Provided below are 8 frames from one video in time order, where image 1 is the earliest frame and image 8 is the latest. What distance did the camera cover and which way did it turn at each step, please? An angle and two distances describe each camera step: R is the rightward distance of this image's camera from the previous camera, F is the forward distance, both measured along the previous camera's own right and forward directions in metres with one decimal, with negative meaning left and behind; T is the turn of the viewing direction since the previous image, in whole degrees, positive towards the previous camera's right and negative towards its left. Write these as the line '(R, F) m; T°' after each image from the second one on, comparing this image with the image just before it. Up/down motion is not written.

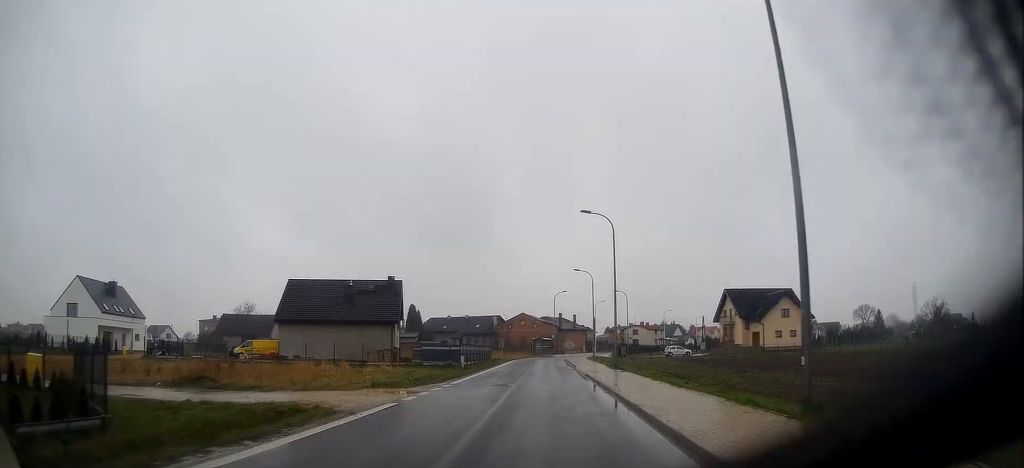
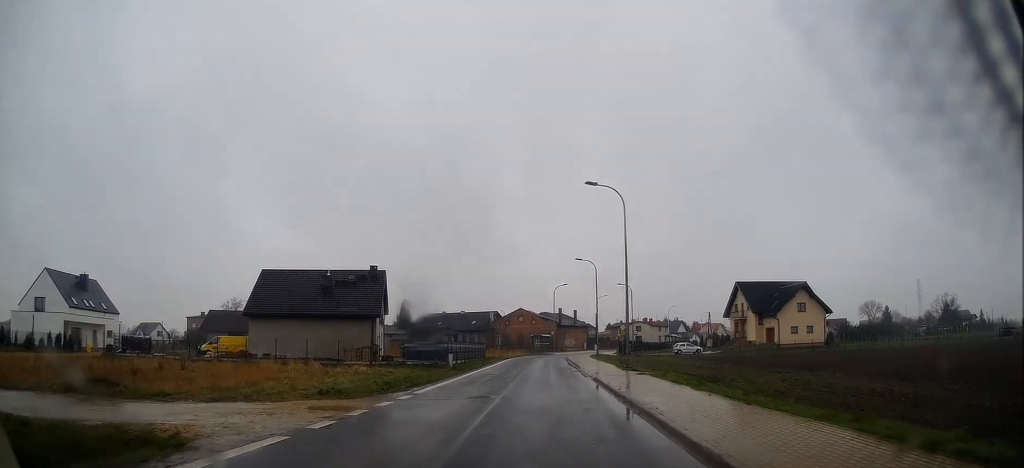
(-0.1, +6.0) m; -1°
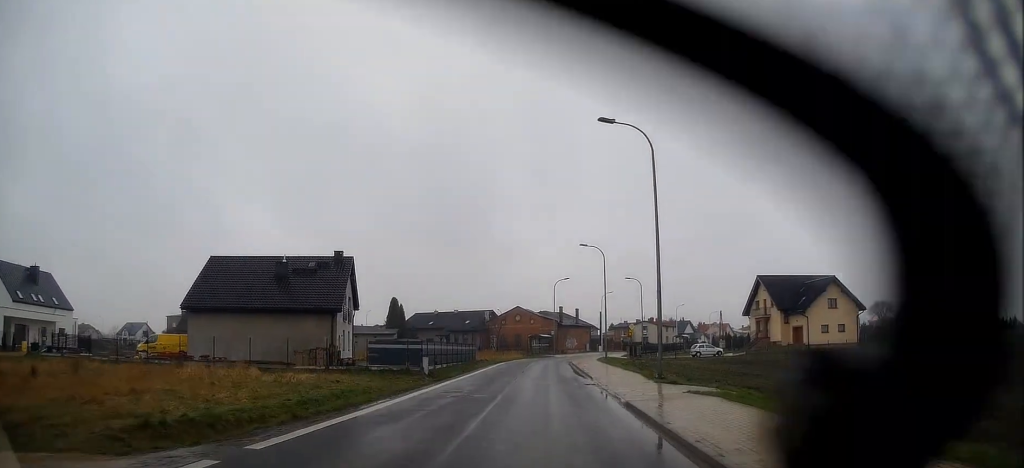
(+0.1, +8.5) m; 0°
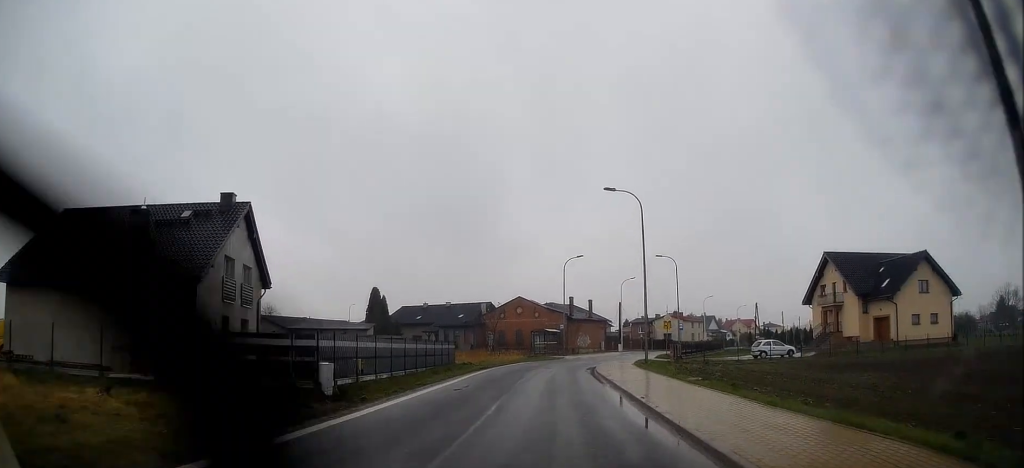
(0.0, +14.5) m; 0°
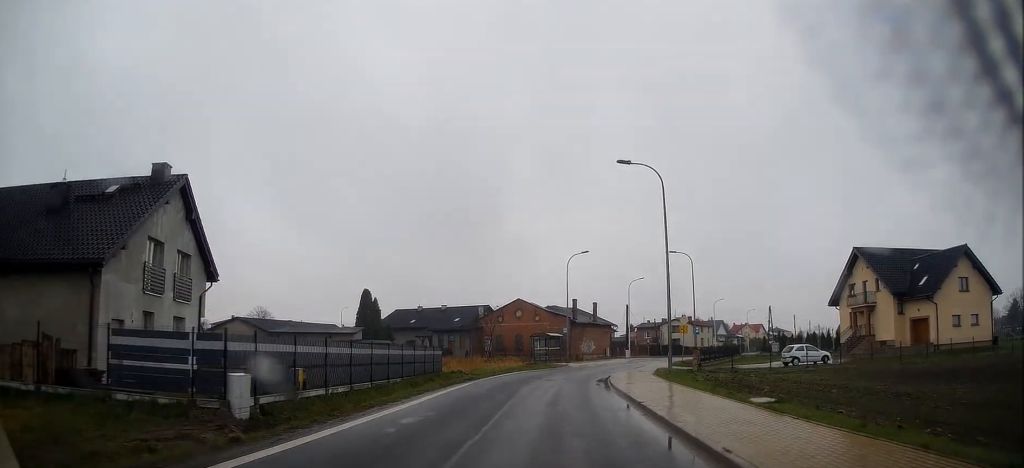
(0.0, +4.8) m; 0°
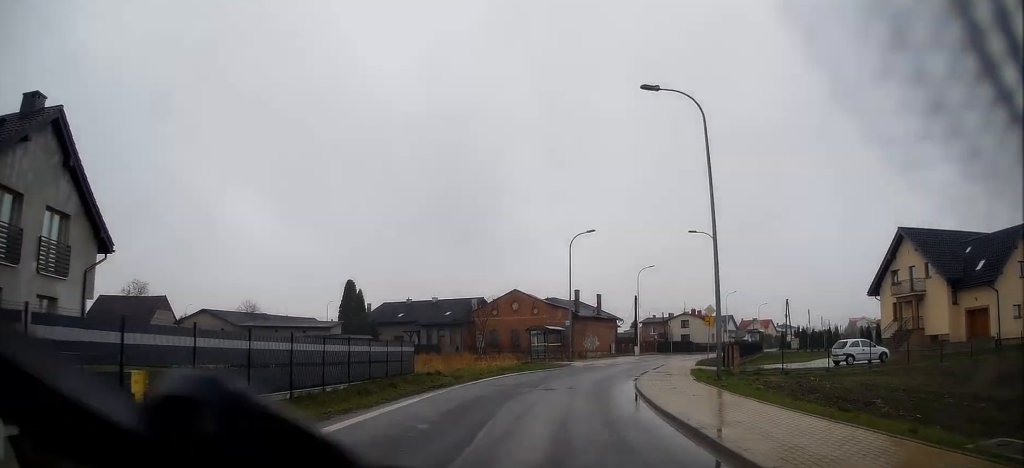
(0.0, +6.9) m; 0°
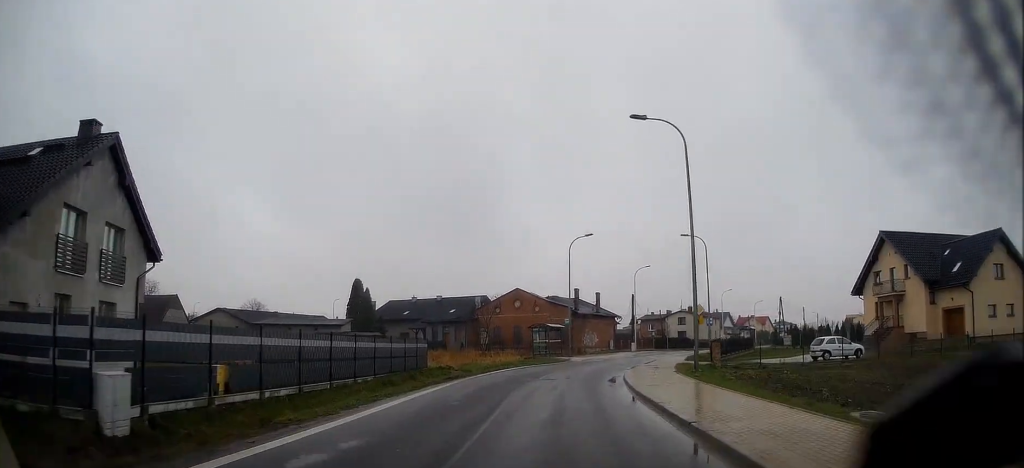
(0.0, +8.4) m; +1°
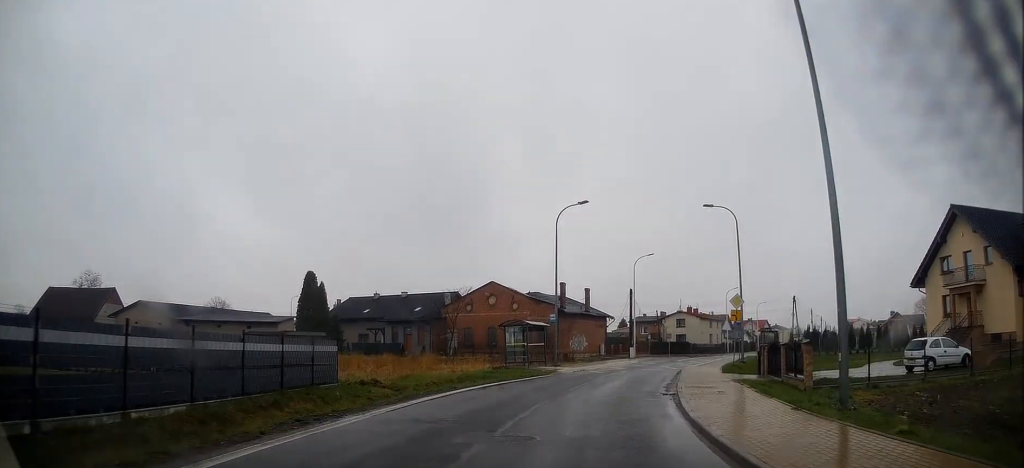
(+0.2, +12.1) m; +3°
